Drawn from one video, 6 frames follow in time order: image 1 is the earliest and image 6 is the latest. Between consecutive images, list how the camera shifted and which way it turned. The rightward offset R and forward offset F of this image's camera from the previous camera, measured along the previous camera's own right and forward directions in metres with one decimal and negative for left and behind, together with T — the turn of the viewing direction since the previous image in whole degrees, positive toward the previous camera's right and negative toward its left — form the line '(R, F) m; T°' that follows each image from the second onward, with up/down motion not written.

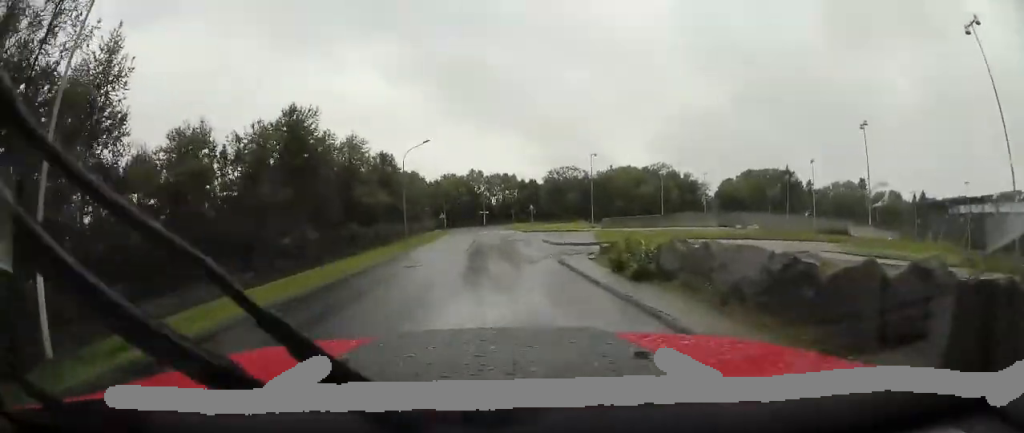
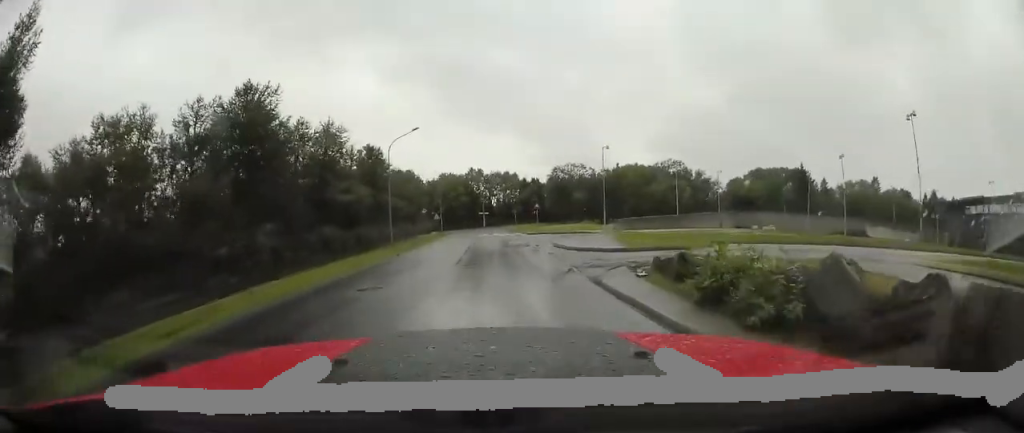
(-0.1, +4.9) m; -1°
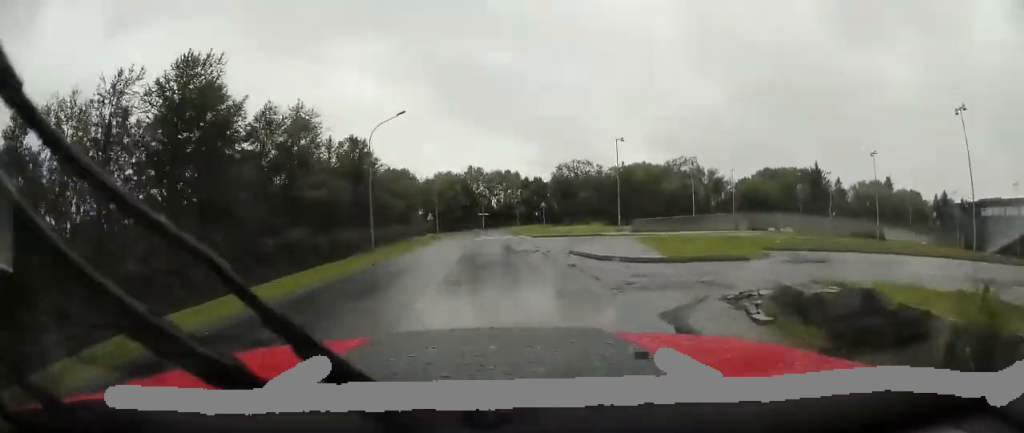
(-0.1, +4.6) m; -1°
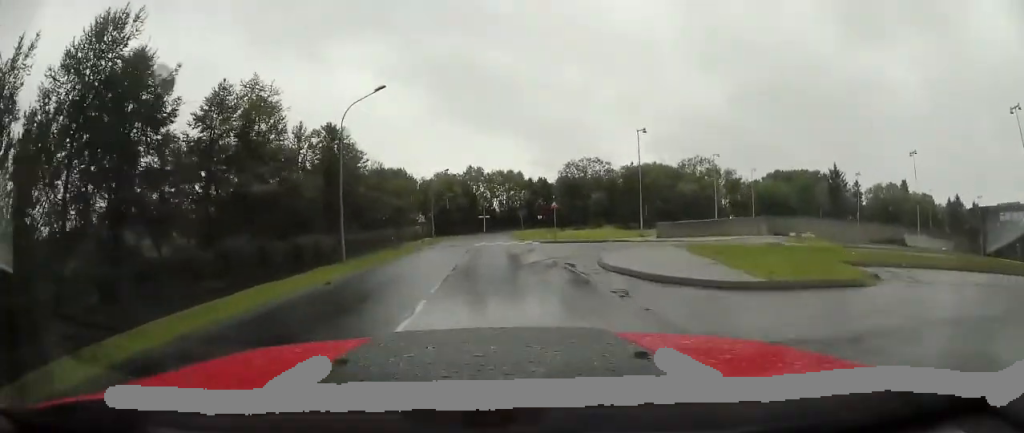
(0.0, +5.0) m; 0°
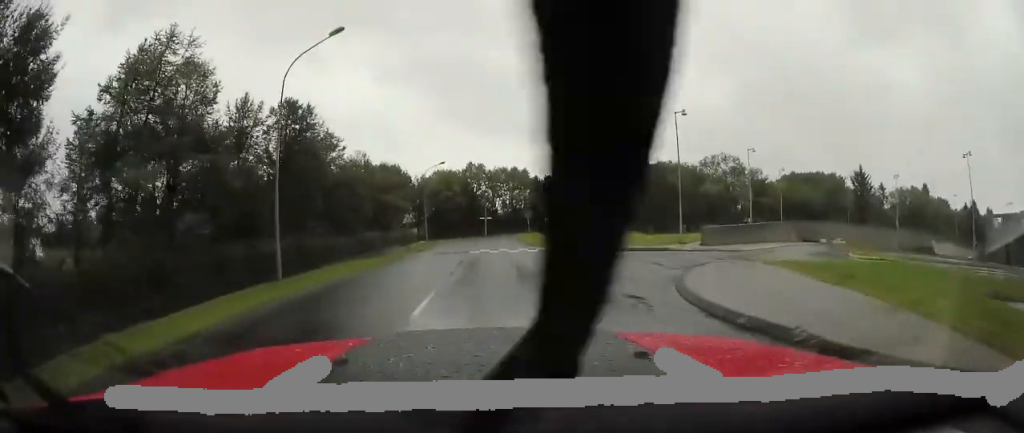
(0.0, +6.3) m; 0°
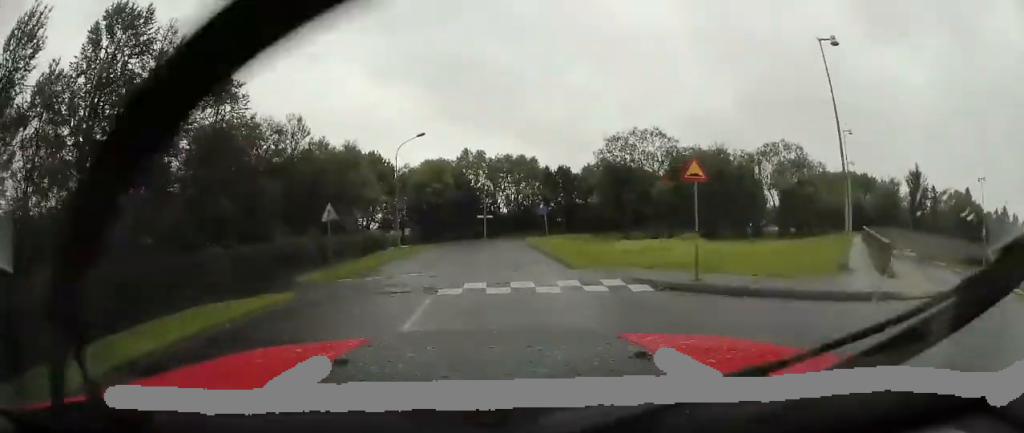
(0.0, +13.6) m; 0°
